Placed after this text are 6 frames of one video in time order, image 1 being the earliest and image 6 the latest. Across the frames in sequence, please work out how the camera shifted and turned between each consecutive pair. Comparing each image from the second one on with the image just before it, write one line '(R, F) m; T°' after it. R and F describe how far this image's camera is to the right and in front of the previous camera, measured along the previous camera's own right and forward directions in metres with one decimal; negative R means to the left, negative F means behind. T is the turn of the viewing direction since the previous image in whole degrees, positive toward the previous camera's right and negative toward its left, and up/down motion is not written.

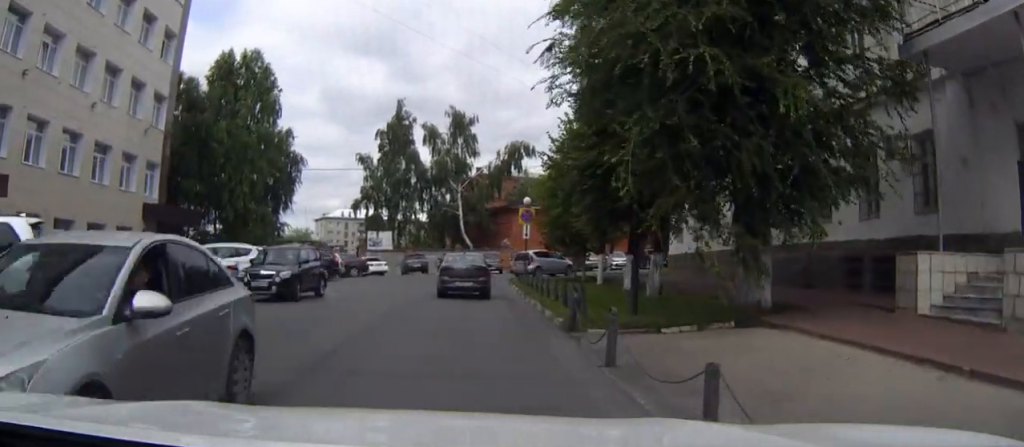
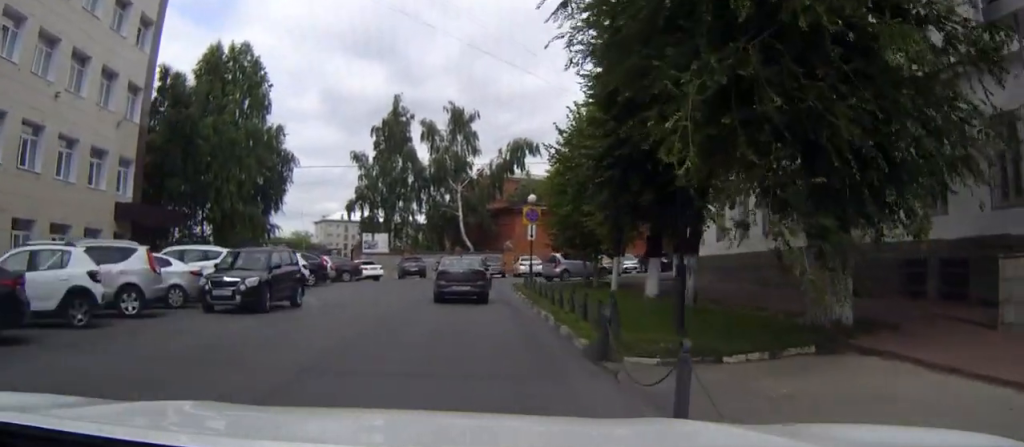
(0.0, +3.3) m; 0°
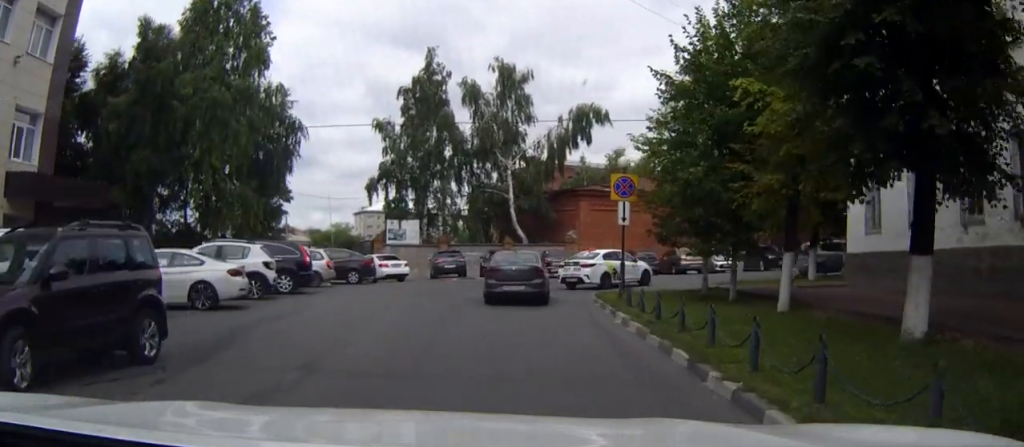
(-0.4, +12.5) m; -4°
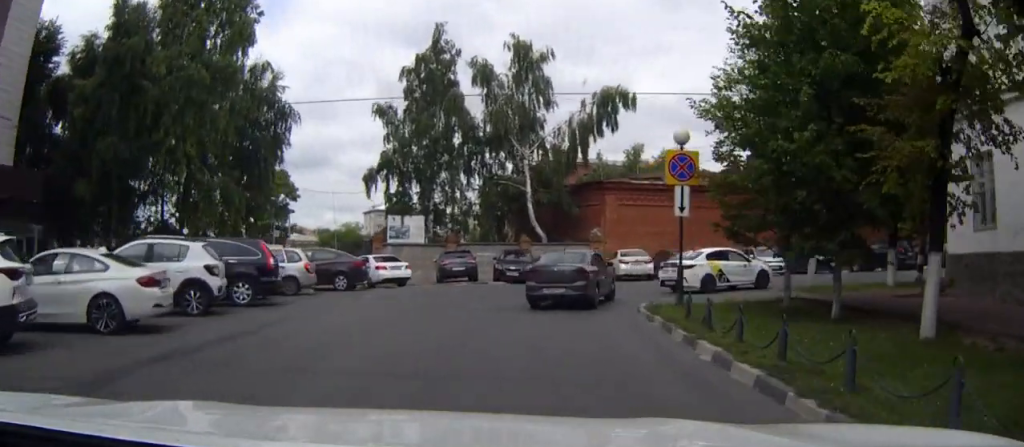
(-0.1, +5.6) m; 0°
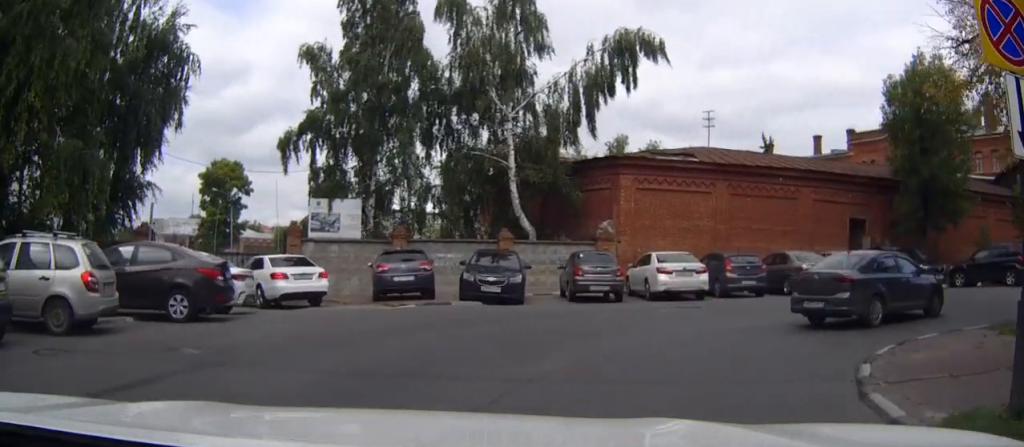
(+0.3, +13.1) m; +6°
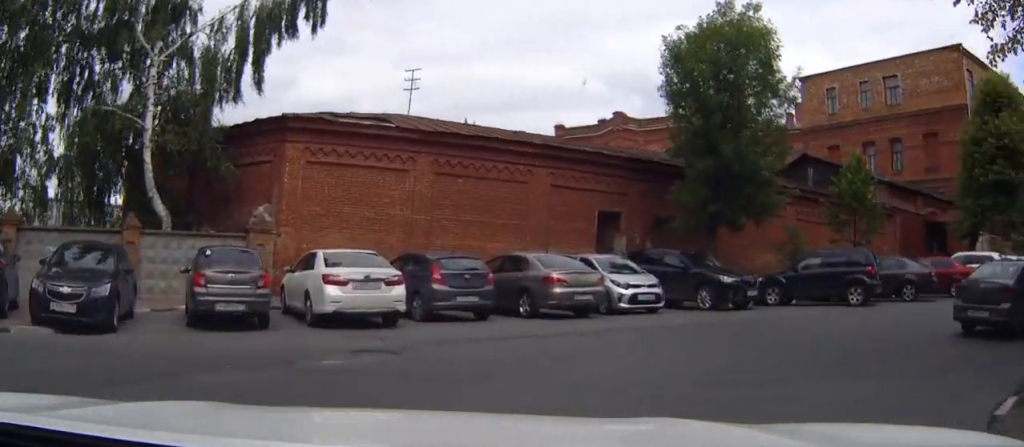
(+1.6, +8.7) m; +28°
